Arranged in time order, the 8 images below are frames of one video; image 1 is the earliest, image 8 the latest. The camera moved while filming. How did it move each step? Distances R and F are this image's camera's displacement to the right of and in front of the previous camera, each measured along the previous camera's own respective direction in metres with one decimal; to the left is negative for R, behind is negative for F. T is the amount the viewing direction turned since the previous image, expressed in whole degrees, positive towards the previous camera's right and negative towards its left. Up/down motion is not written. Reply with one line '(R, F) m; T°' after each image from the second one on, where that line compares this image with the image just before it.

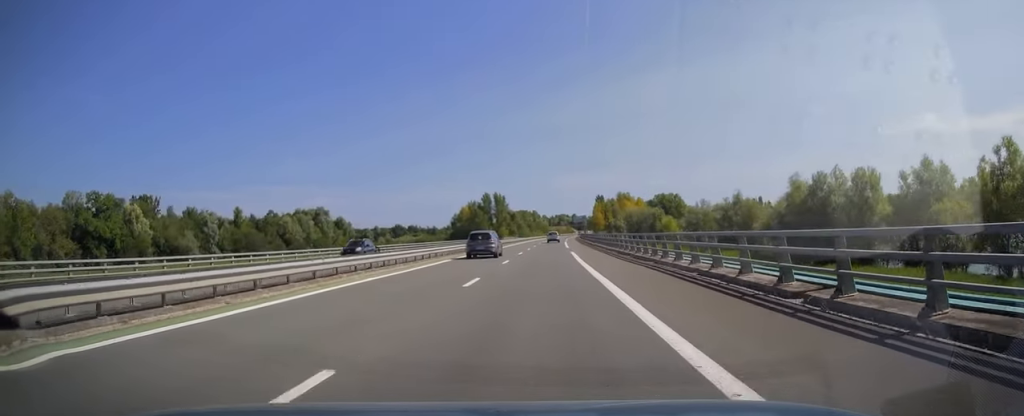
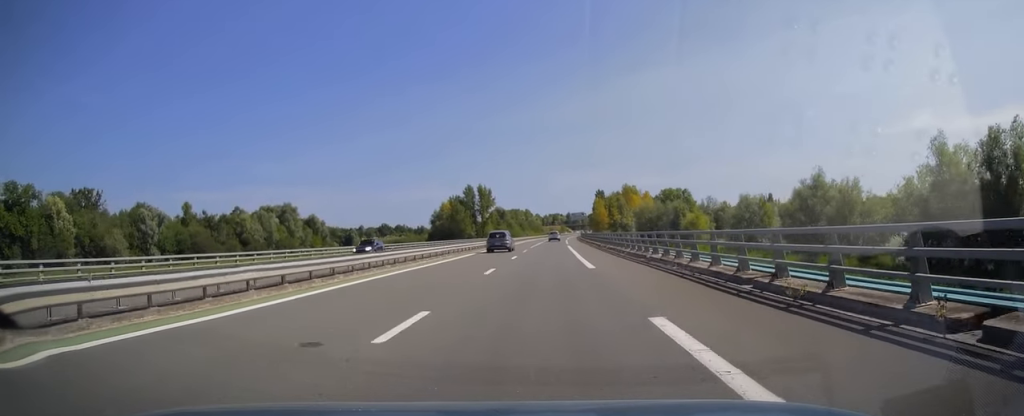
(+0.2, +34.5) m; +1°
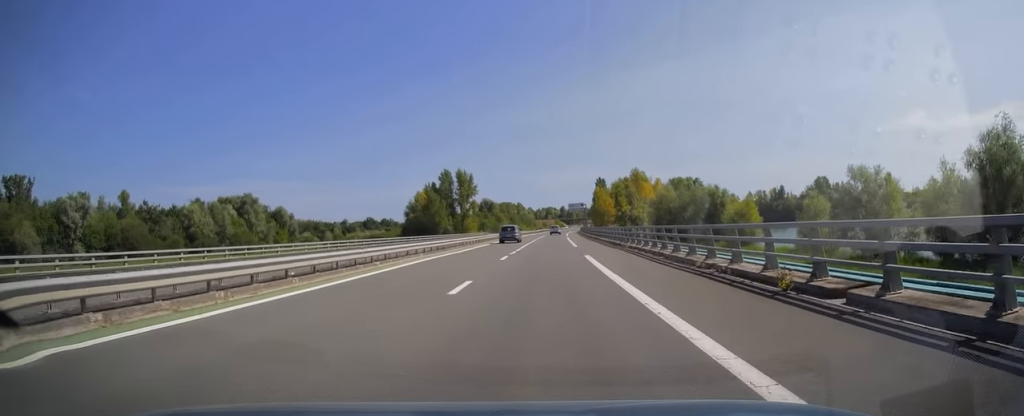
(+0.1, +34.0) m; 0°
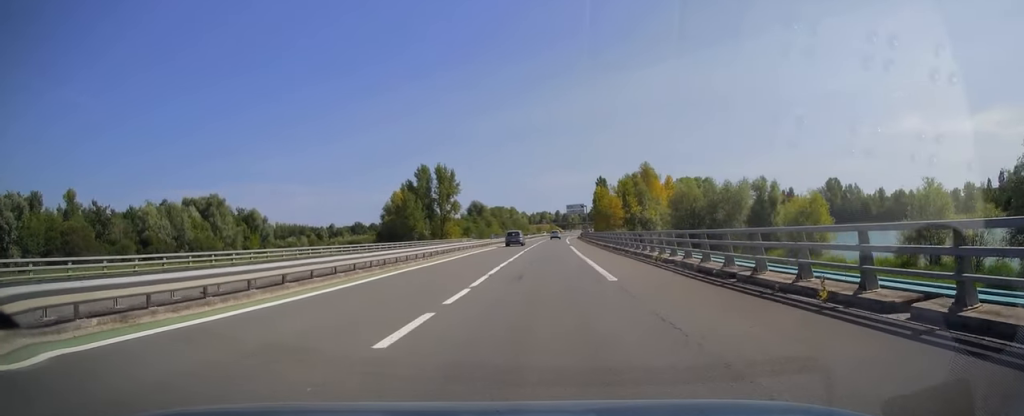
(0.0, +24.2) m; 0°
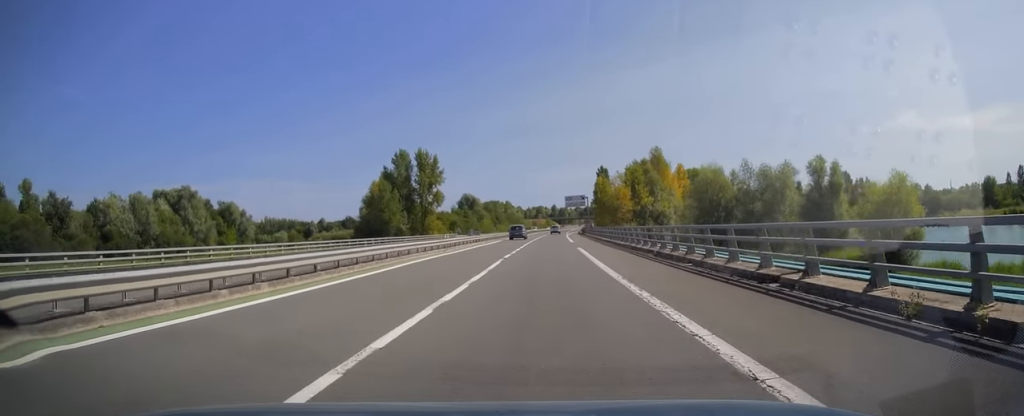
(+0.1, +17.7) m; 0°
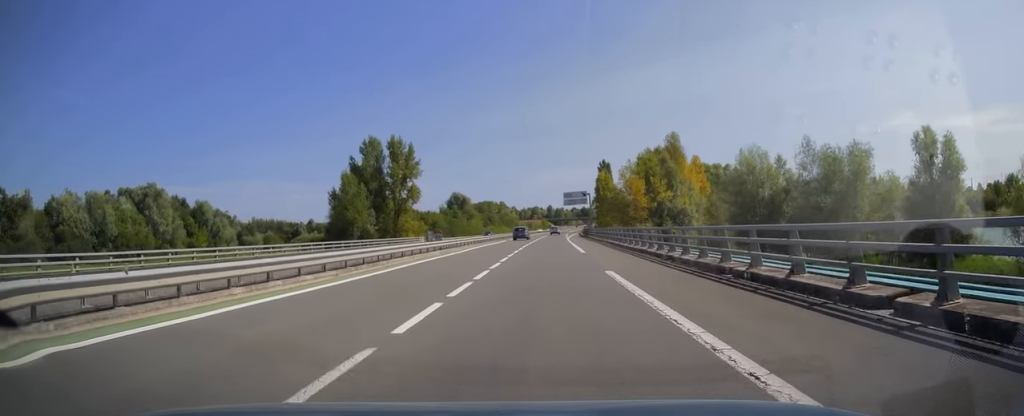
(+0.1, +19.2) m; 0°
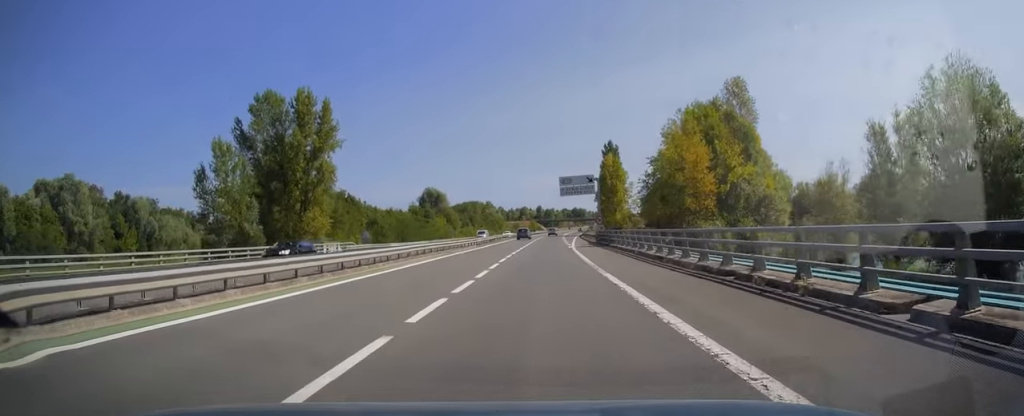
(+0.2, +37.9) m; +1°
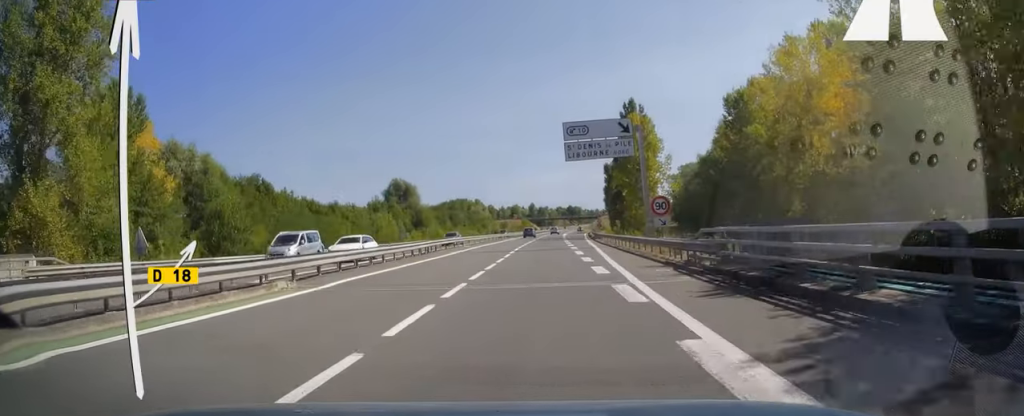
(+0.5, +39.8) m; +1°
